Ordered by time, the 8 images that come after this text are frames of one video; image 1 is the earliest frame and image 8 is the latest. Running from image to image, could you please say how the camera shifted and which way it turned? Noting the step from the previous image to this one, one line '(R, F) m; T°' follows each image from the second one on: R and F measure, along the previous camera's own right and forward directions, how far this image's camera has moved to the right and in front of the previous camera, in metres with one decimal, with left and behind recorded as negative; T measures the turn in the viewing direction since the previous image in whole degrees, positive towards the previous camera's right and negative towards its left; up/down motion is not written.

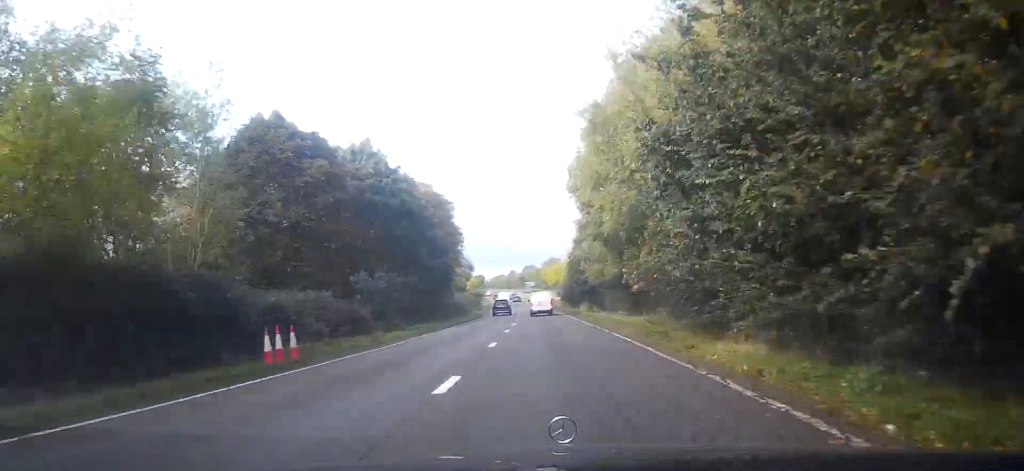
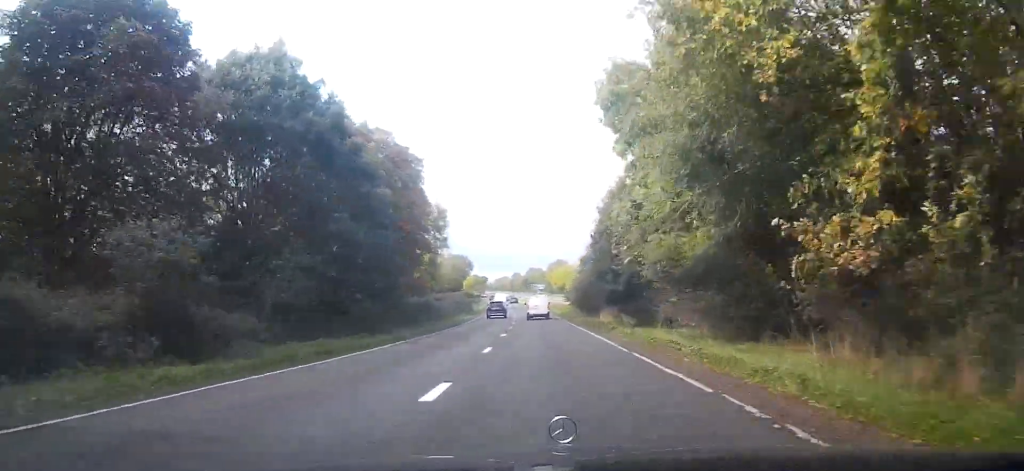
(0.0, +18.1) m; 0°
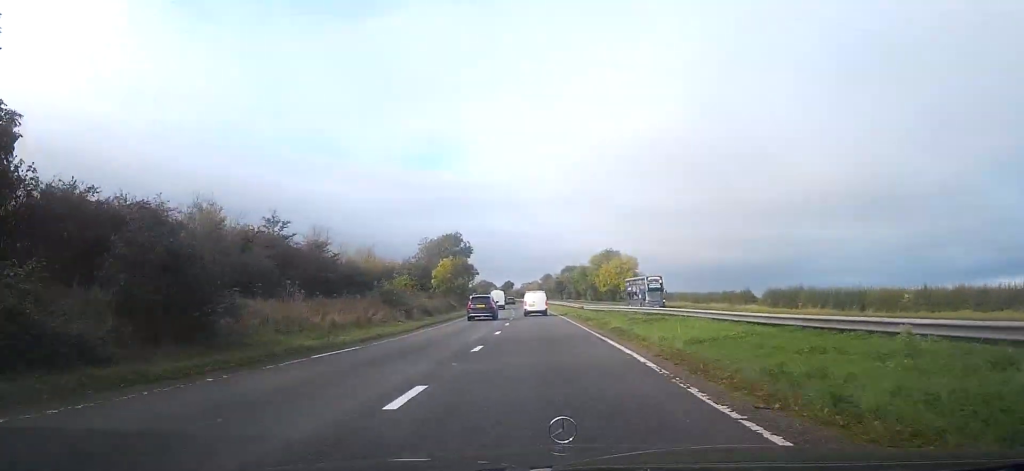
(-0.2, +81.6) m; -3°
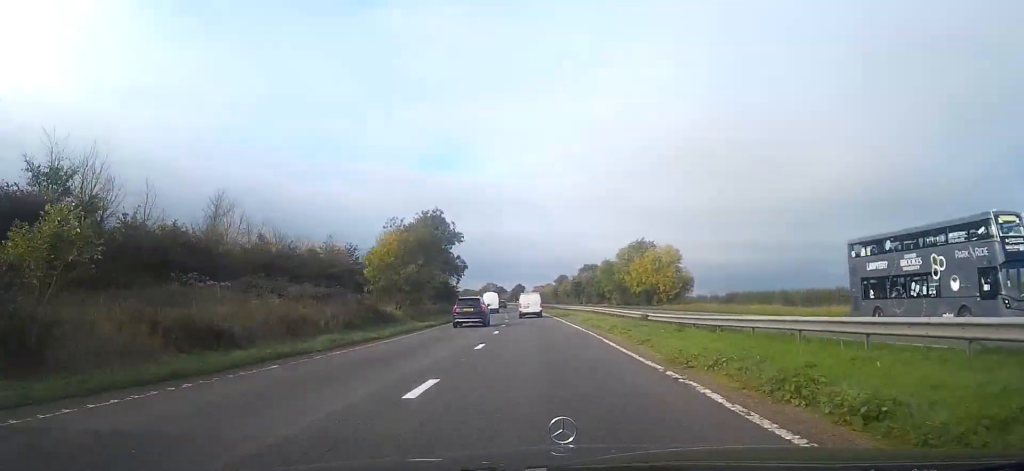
(-1.6, +35.2) m; -3°
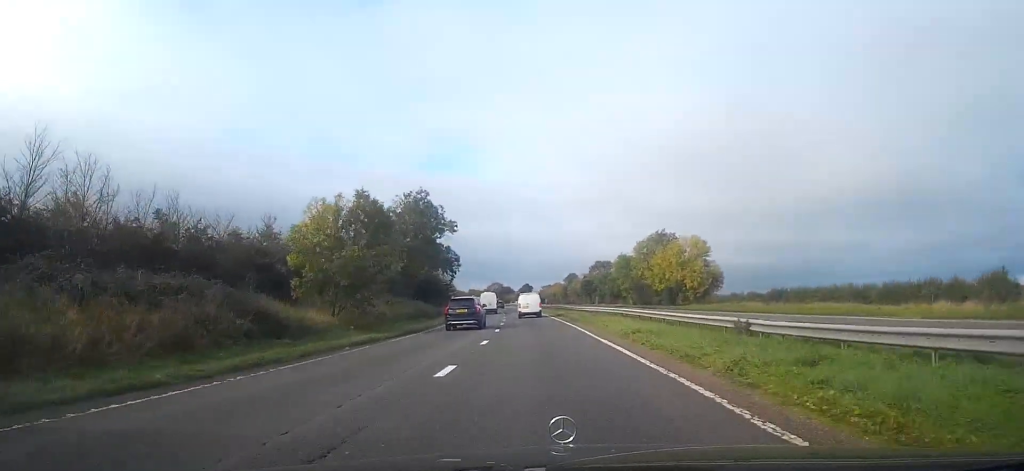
(+0.1, +15.4) m; 0°
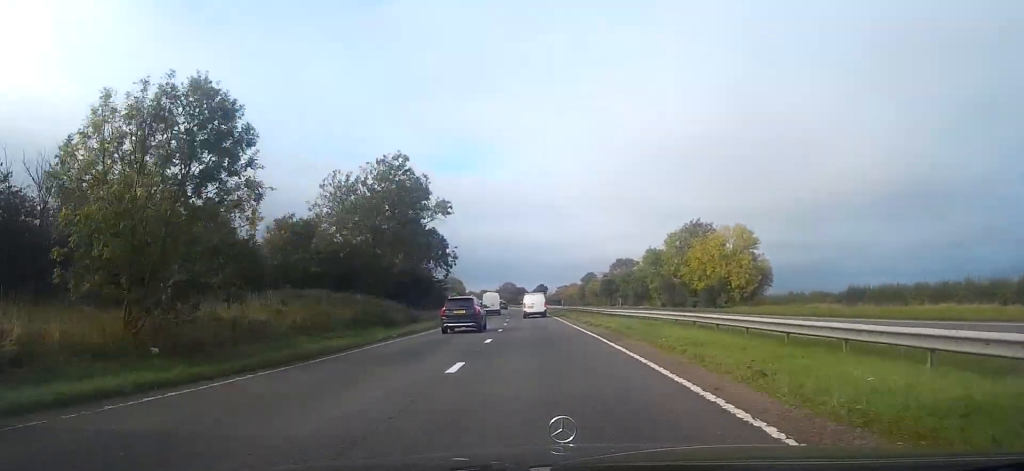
(0.0, +17.3) m; -1°
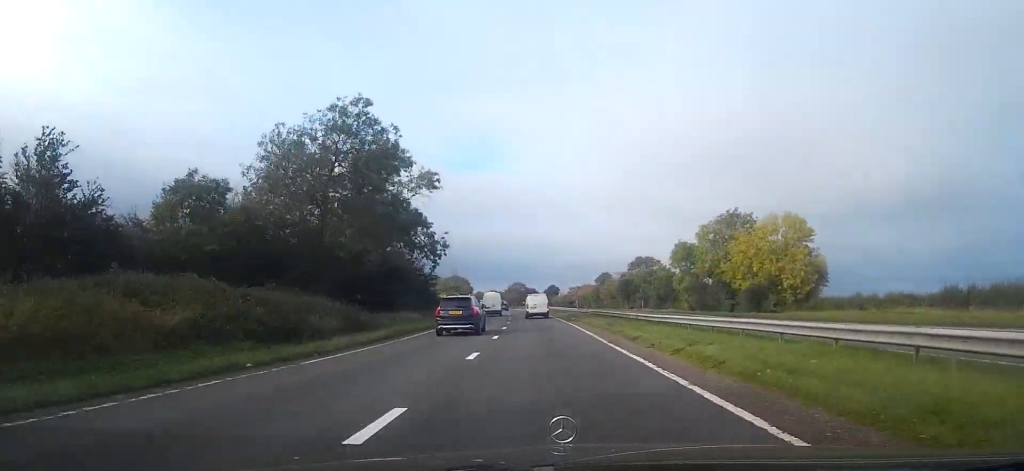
(-0.1, +15.1) m; -1°
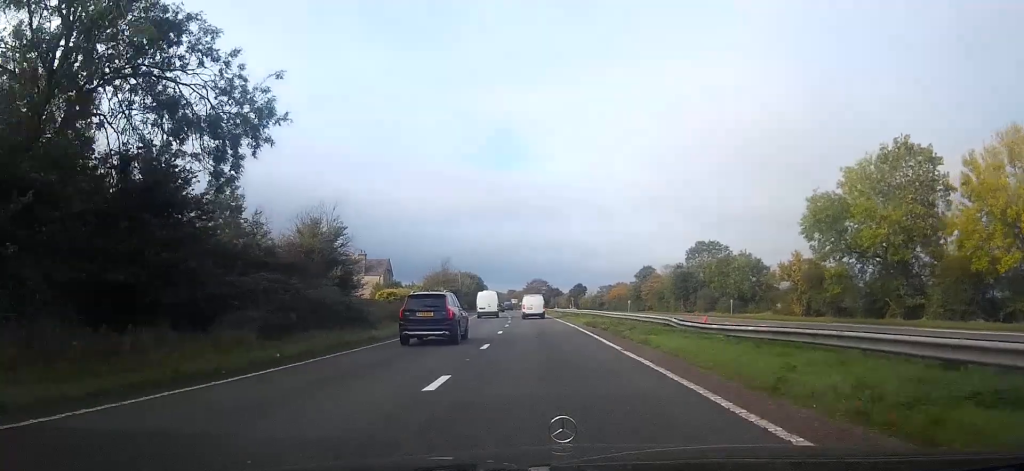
(-0.9, +41.5) m; -3°
